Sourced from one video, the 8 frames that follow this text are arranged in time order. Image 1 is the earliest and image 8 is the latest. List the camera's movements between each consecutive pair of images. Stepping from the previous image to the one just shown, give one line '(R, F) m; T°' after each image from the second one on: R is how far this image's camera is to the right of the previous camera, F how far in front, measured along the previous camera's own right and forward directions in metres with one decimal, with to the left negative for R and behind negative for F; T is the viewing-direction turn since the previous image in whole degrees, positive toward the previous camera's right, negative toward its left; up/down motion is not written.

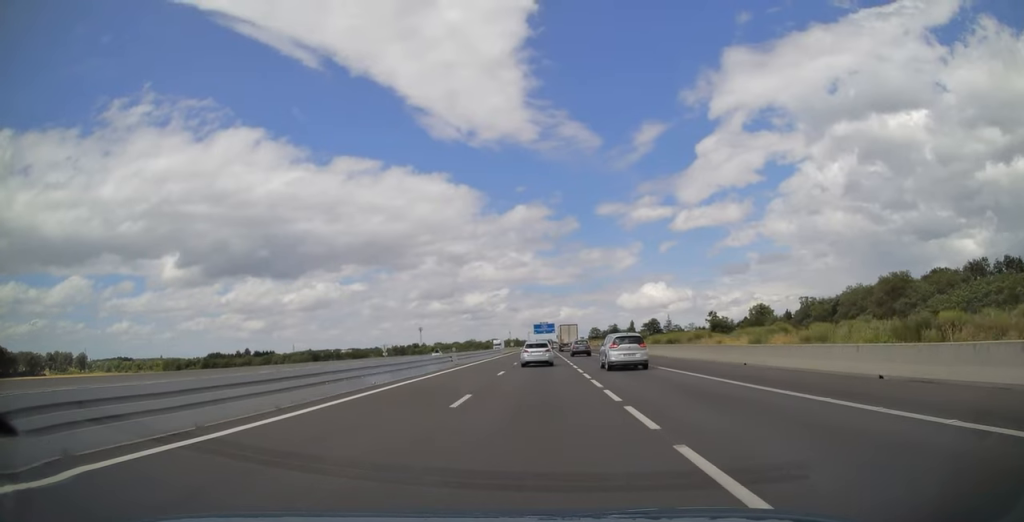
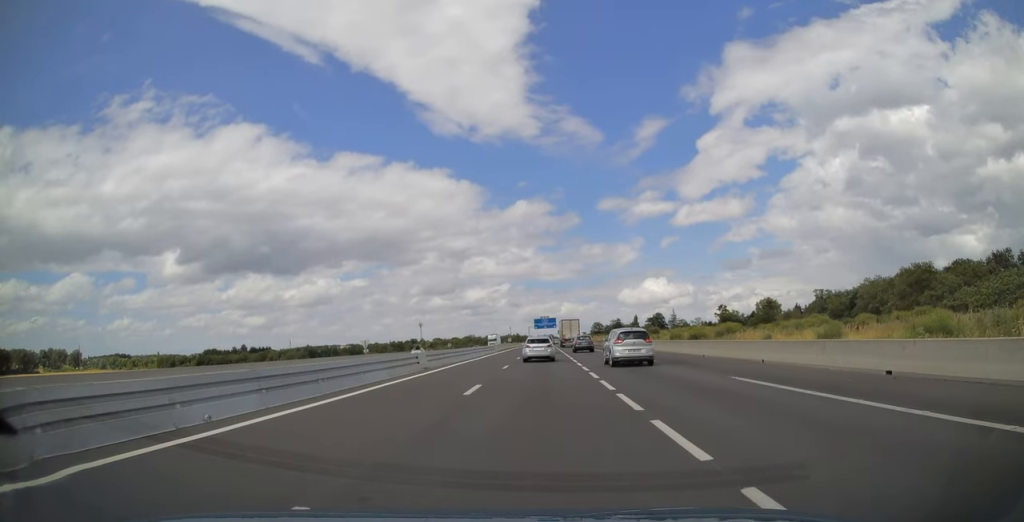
(0.0, +11.1) m; 0°
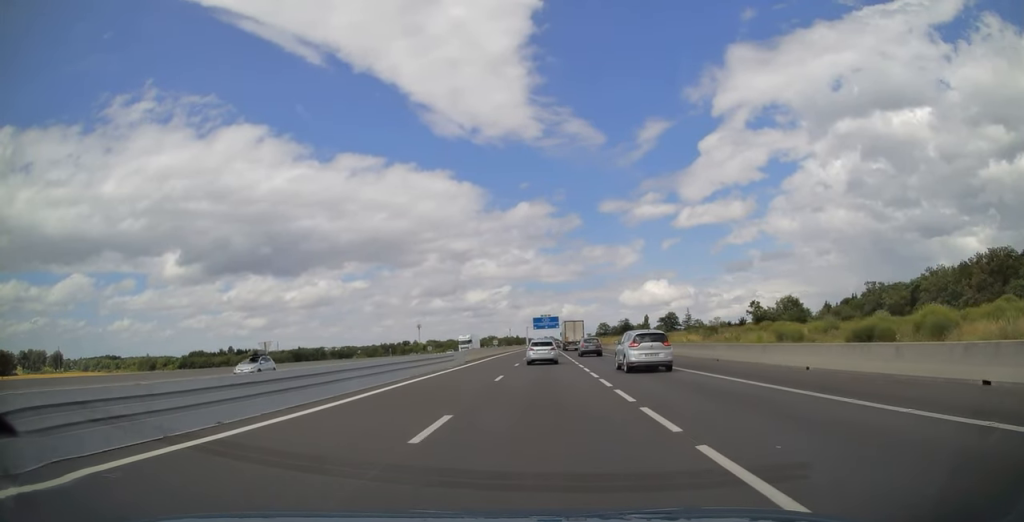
(-0.2, +32.6) m; 0°
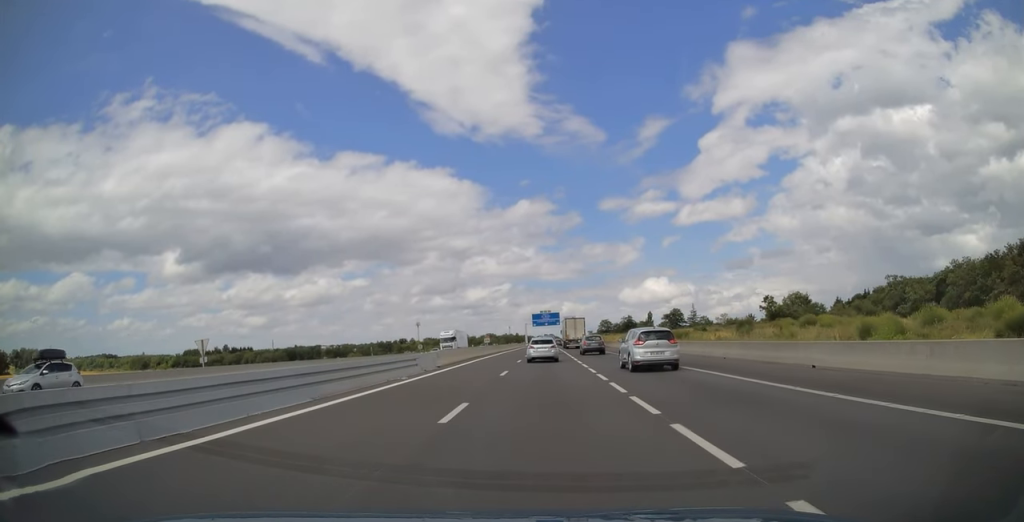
(0.0, +11.2) m; 0°
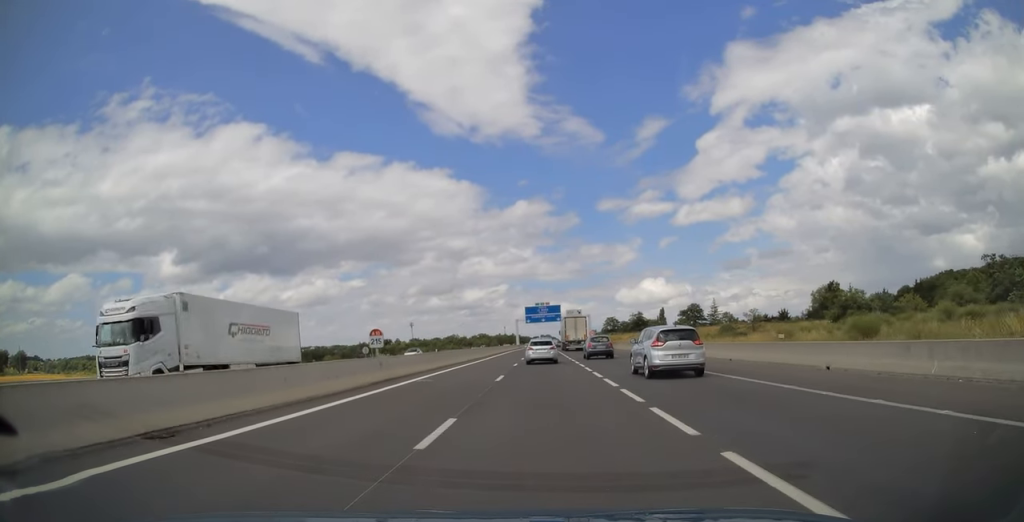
(0.0, +41.2) m; 0°
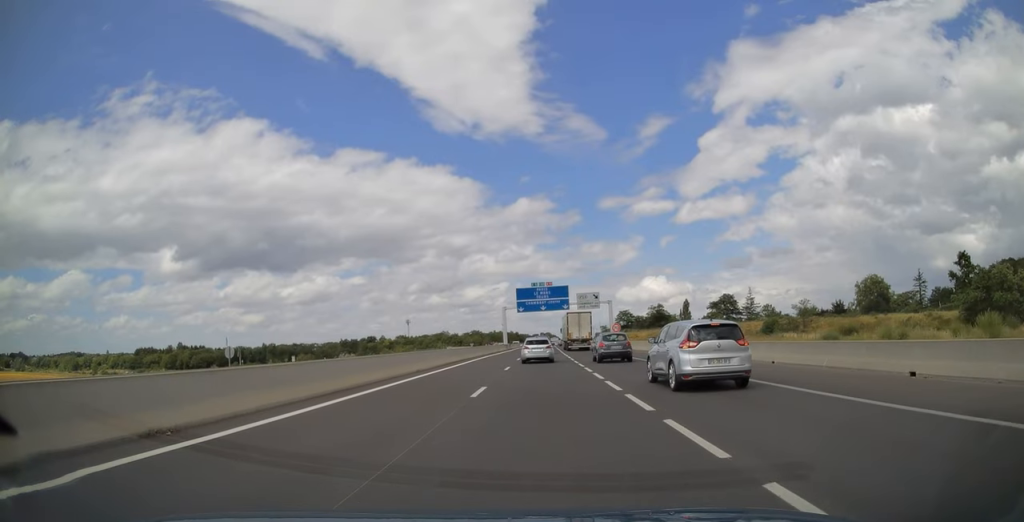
(0.0, +44.8) m; 0°
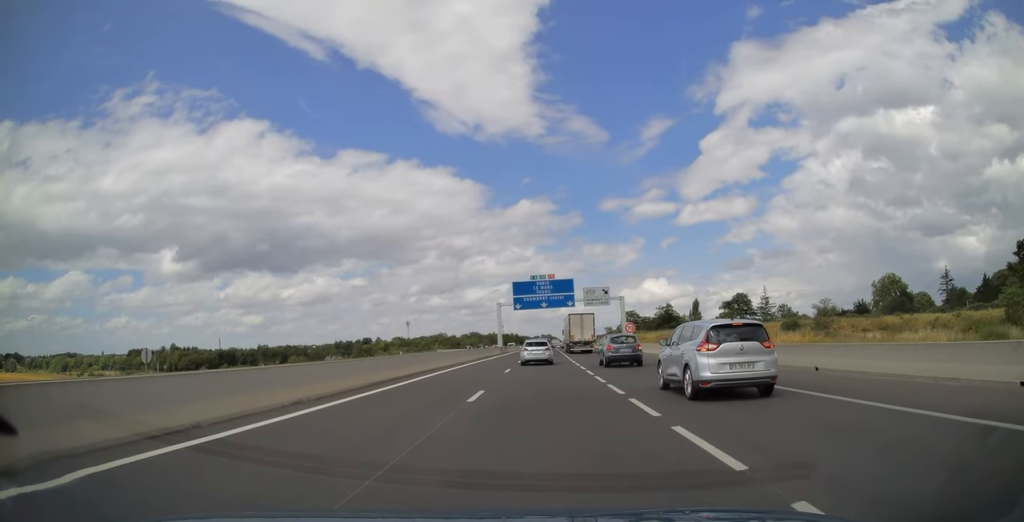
(0.0, +13.4) m; 0°
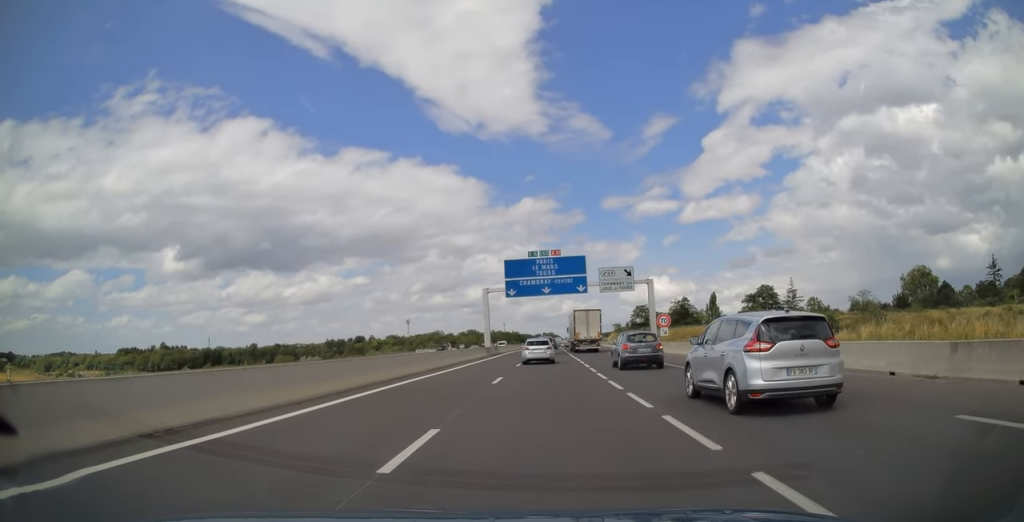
(0.0, +20.6) m; 0°
